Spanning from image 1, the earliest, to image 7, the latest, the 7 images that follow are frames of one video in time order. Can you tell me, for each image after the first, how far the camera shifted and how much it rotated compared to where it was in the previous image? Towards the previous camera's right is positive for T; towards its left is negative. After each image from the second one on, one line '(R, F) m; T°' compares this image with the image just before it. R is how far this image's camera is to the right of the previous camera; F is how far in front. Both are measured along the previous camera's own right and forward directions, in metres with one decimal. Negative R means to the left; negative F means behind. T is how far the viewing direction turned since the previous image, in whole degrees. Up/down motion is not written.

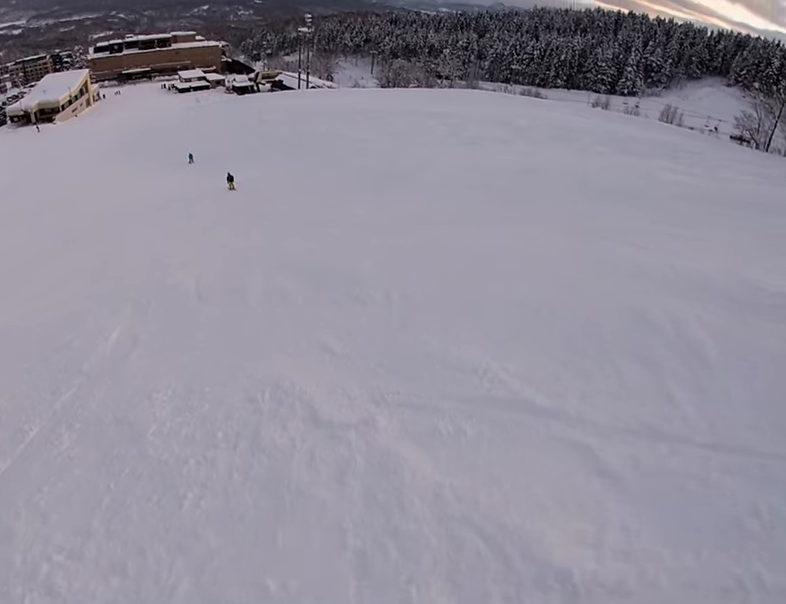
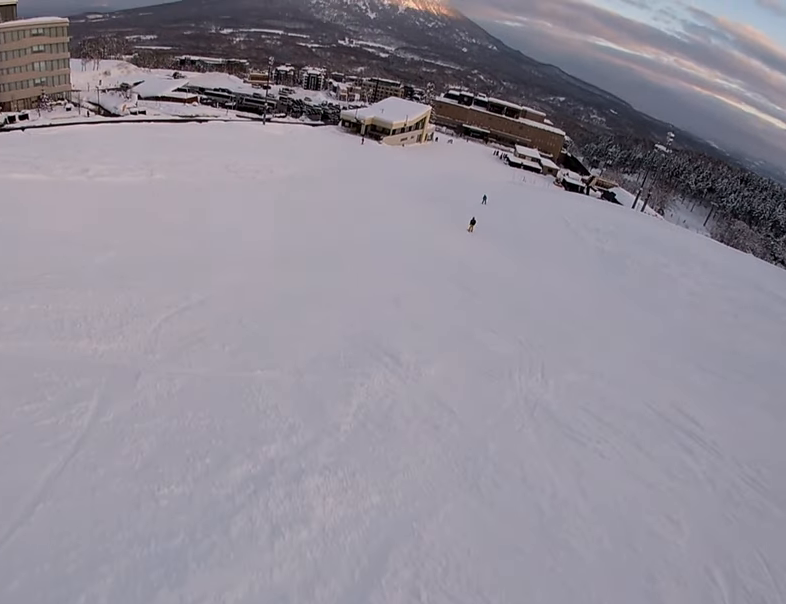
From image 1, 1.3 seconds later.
(-0.4, +8.8) m; -4°
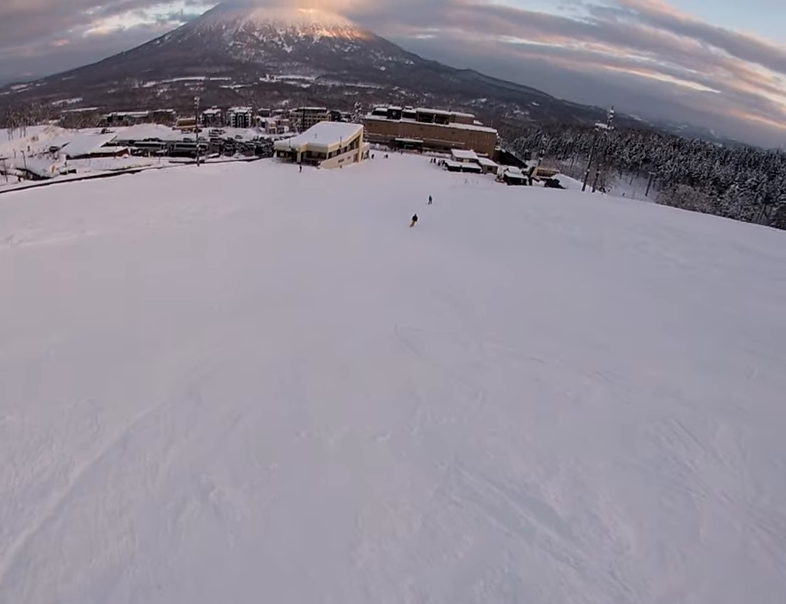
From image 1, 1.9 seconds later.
(-0.3, +4.6) m; +3°
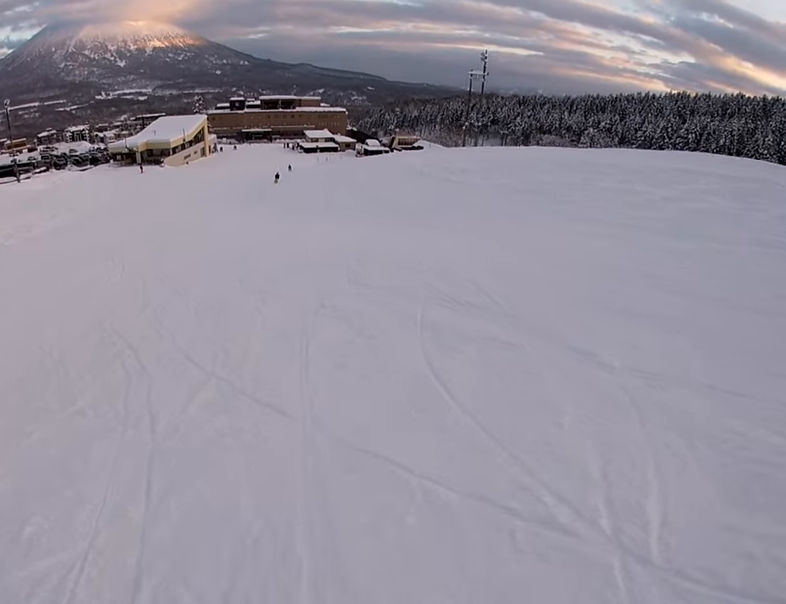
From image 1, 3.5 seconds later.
(+1.1, +14.4) m; +5°
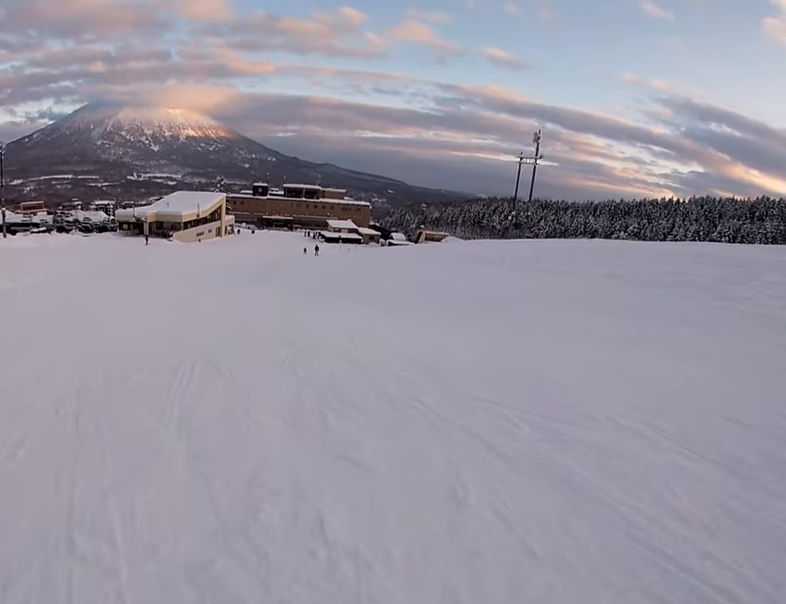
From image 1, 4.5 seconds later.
(+0.1, +12.1) m; +4°
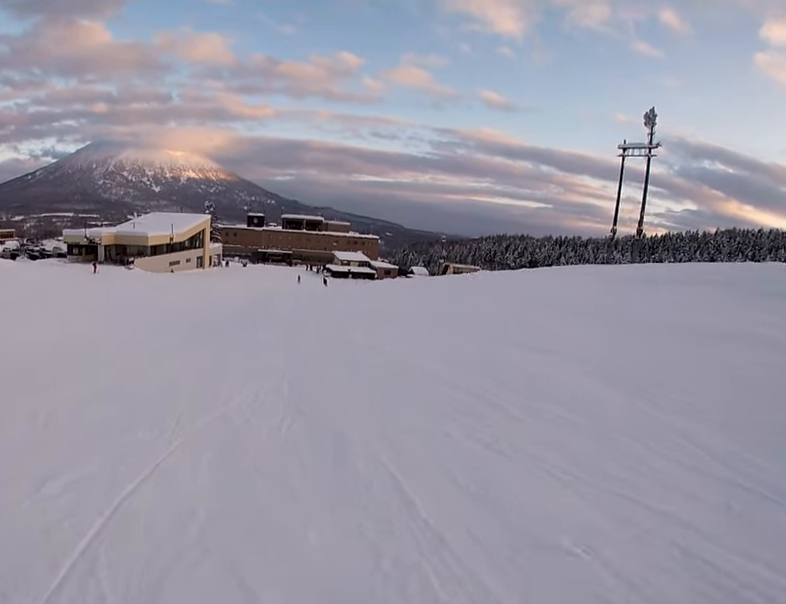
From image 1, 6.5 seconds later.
(+0.4, +24.0) m; -4°
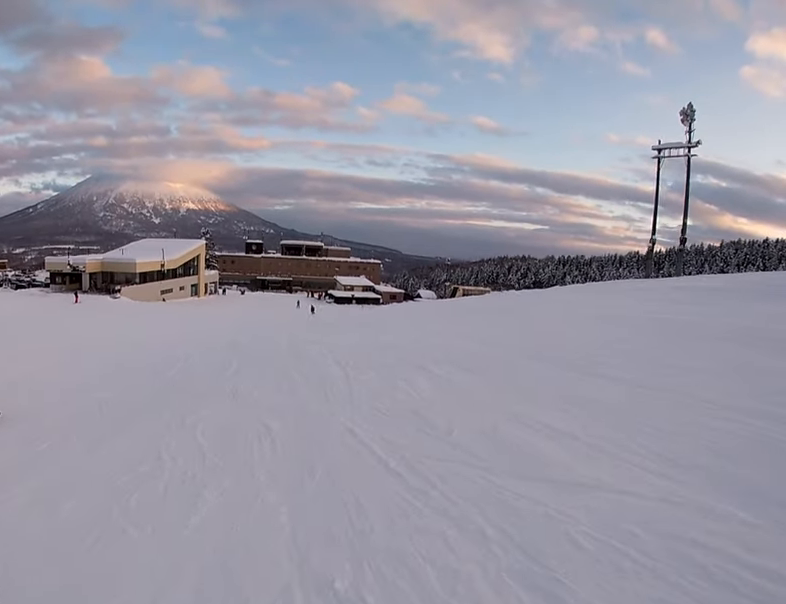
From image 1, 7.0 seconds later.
(-0.5, +6.2) m; -2°
